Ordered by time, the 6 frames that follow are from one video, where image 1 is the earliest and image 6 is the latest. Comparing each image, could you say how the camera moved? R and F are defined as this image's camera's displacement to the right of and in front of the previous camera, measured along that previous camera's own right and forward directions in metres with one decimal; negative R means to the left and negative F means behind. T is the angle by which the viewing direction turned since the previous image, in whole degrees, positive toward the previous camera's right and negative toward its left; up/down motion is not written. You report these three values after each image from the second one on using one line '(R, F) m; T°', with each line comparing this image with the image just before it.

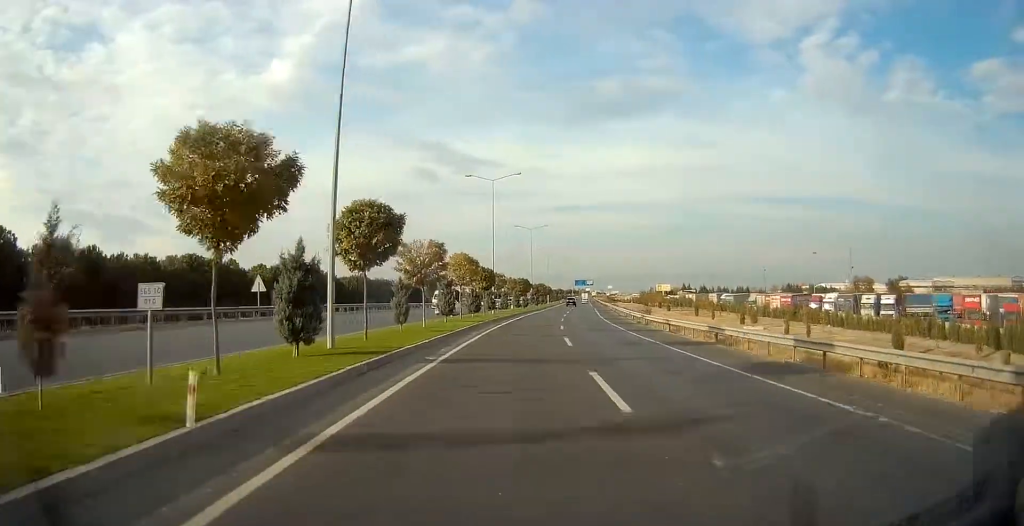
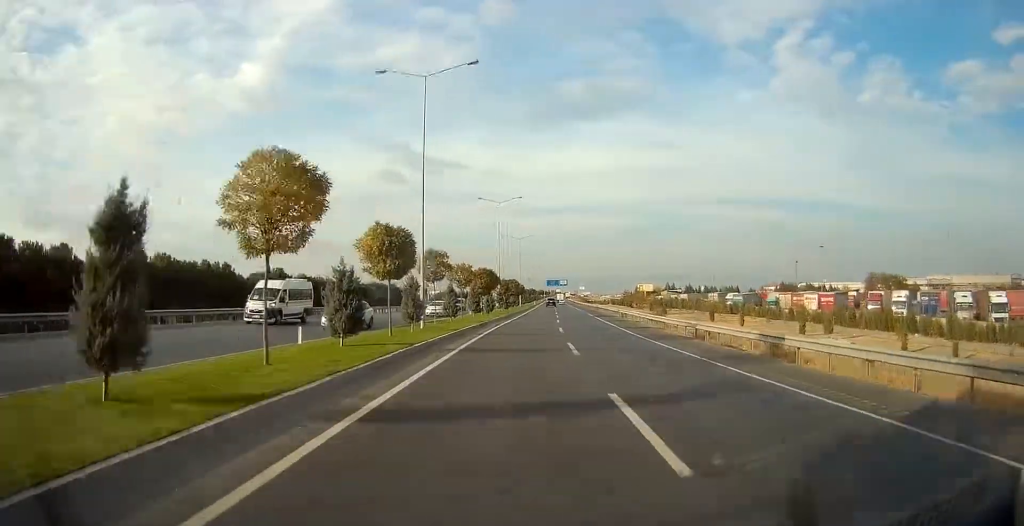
(+0.6, +26.6) m; +3°
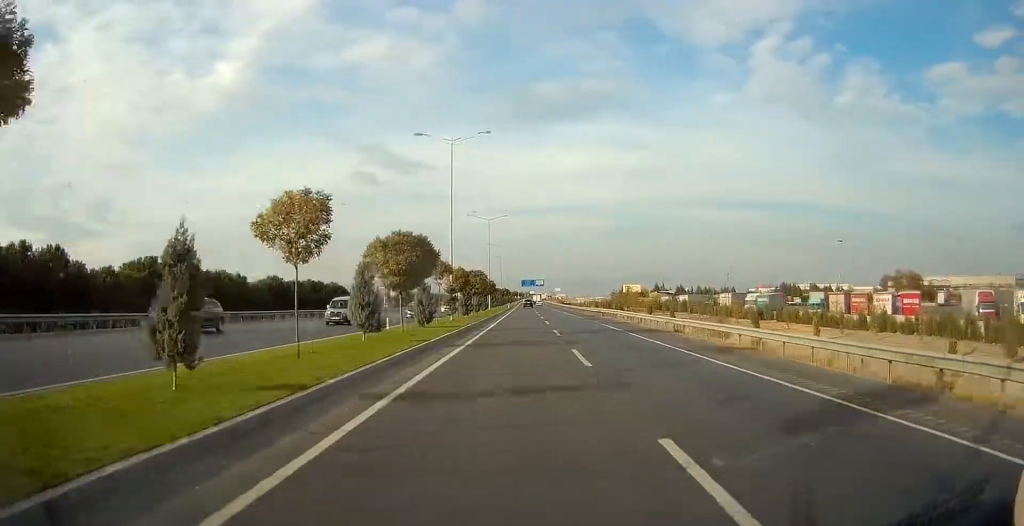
(+0.7, +27.0) m; +3°
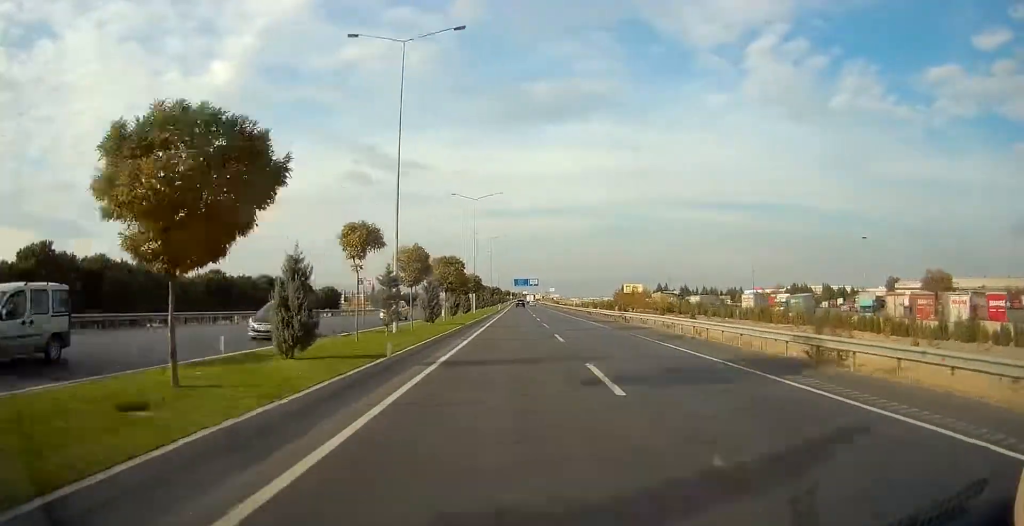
(+0.2, +16.4) m; +1°
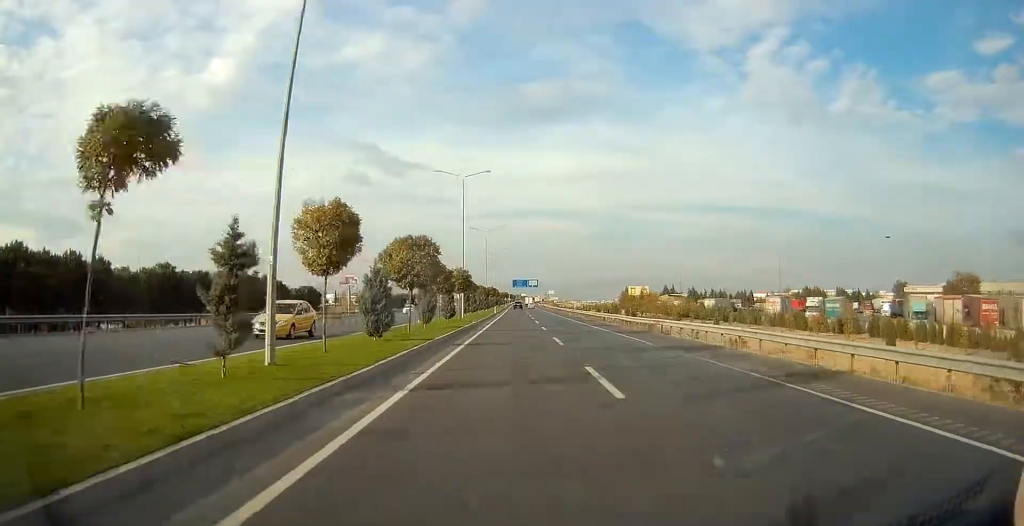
(+0.1, +12.4) m; +1°
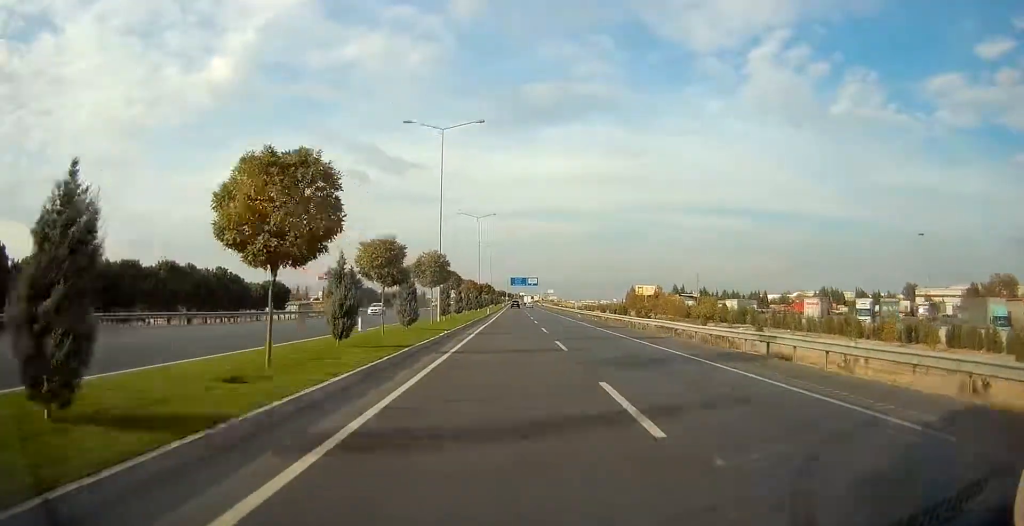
(0.0, +14.7) m; +1°
